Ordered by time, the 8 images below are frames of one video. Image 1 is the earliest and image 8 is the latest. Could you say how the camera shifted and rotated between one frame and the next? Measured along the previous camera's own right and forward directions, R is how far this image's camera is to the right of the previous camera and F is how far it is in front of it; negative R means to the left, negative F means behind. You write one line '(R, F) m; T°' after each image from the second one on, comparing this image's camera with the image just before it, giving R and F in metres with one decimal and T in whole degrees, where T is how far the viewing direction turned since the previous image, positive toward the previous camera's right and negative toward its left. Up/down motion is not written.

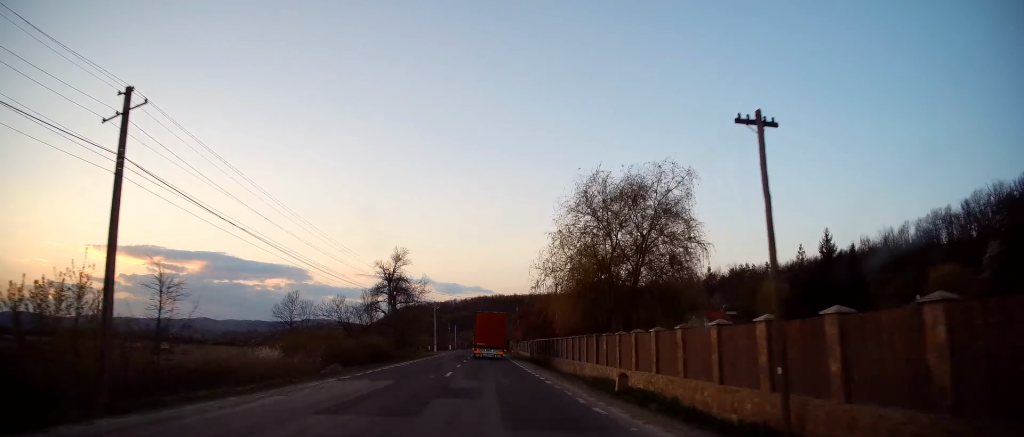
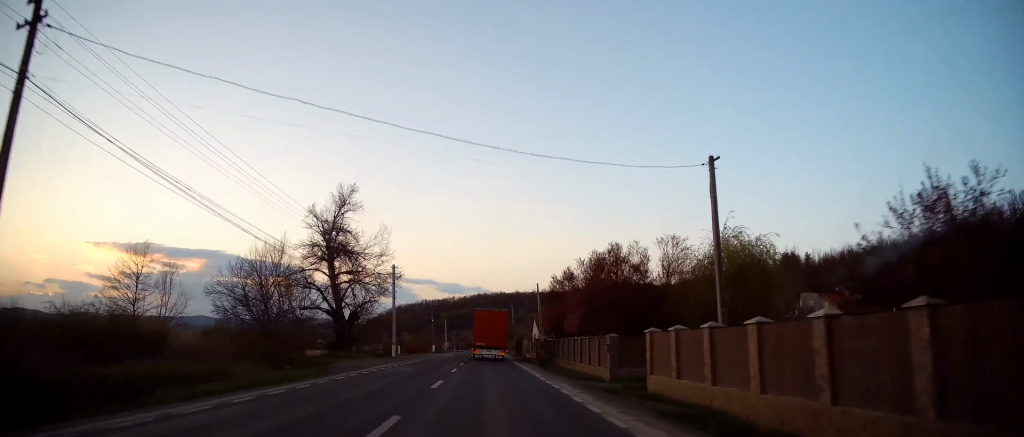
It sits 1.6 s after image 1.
(-0.2, +41.4) m; 0°
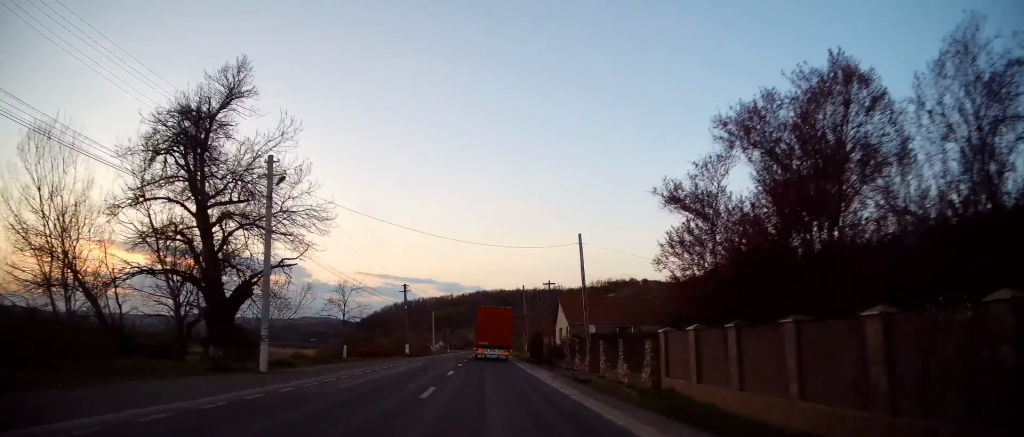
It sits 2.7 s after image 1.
(+0.1, +29.0) m; 0°
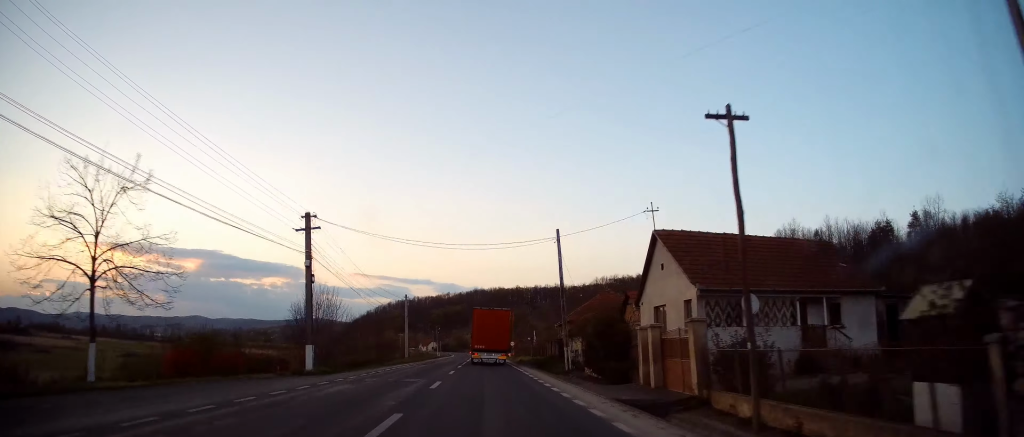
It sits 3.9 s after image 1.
(-0.1, +32.3) m; +1°
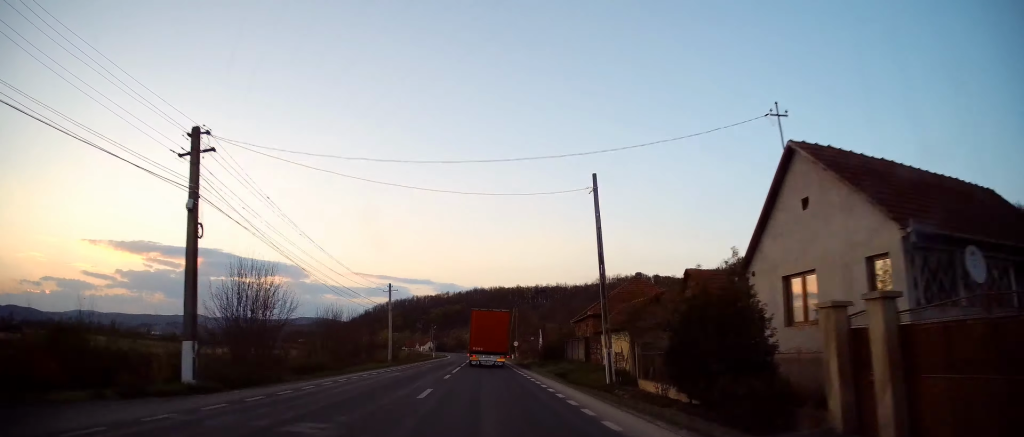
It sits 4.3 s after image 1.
(0.0, +11.3) m; 0°
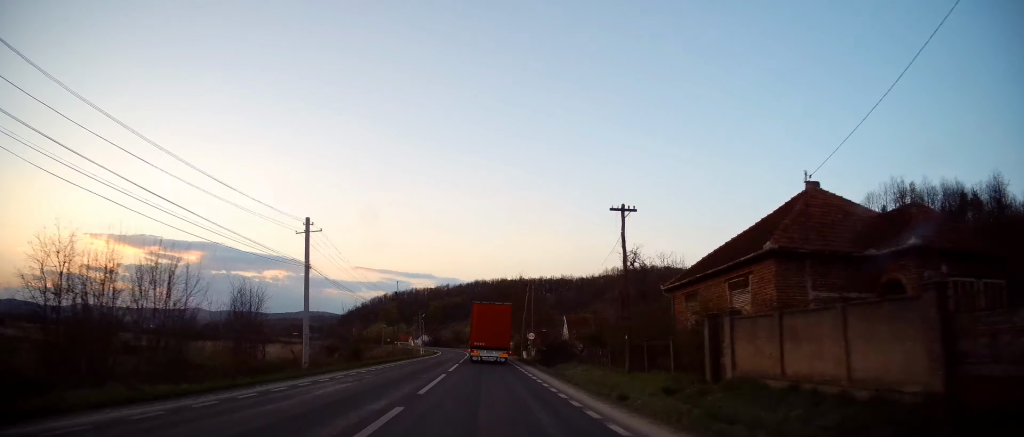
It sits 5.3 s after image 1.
(+0.2, +26.0) m; 0°
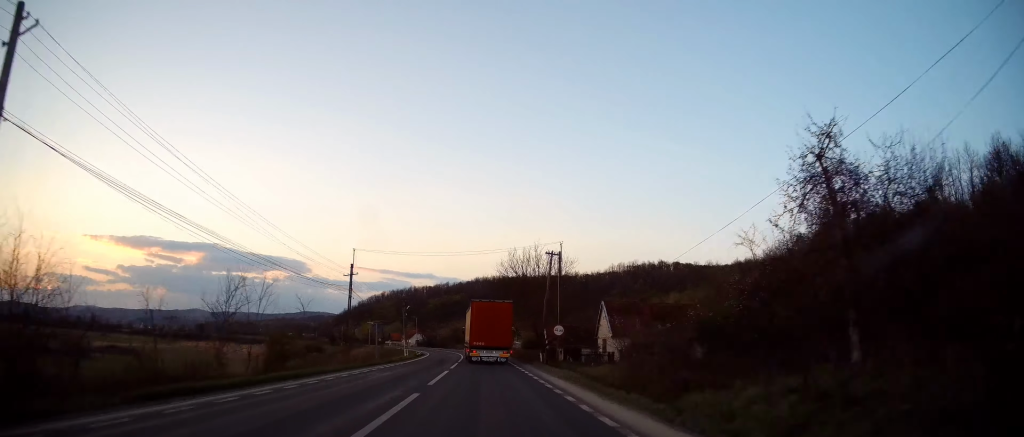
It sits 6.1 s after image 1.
(-0.2, +20.5) m; 0°
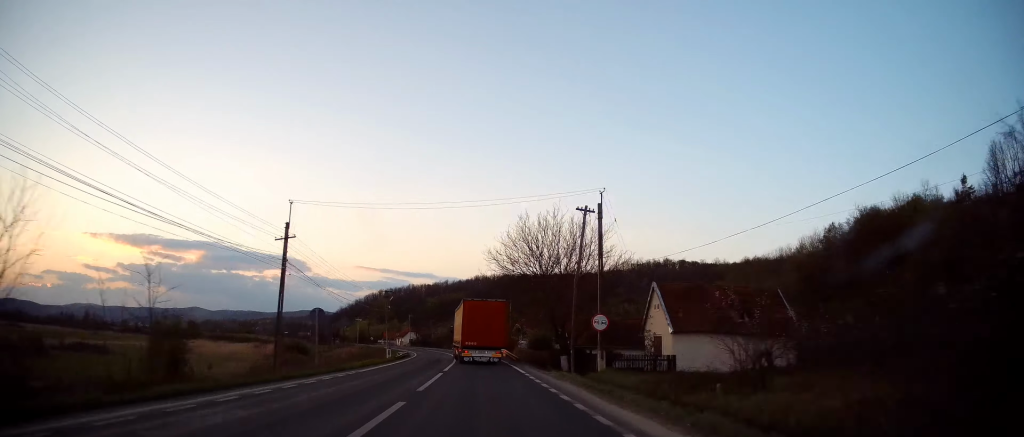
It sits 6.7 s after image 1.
(0.0, +13.4) m; -1°
